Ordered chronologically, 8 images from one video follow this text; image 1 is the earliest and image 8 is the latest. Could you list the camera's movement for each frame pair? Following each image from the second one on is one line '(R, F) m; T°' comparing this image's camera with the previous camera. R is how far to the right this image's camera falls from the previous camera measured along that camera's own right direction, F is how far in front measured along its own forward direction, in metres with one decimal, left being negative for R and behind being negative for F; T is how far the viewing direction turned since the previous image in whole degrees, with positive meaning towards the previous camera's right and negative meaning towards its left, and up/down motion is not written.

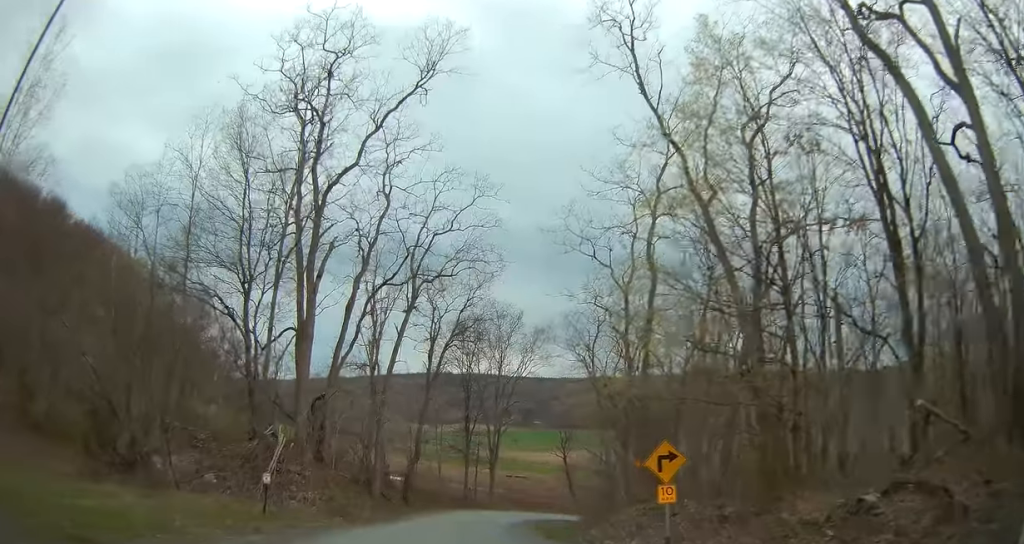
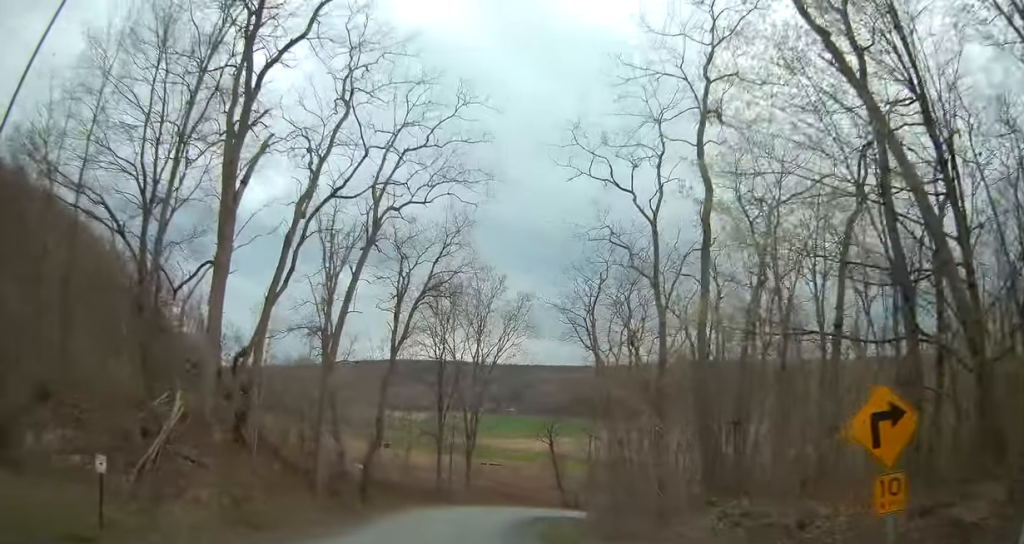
(+0.2, +8.3) m; +4°
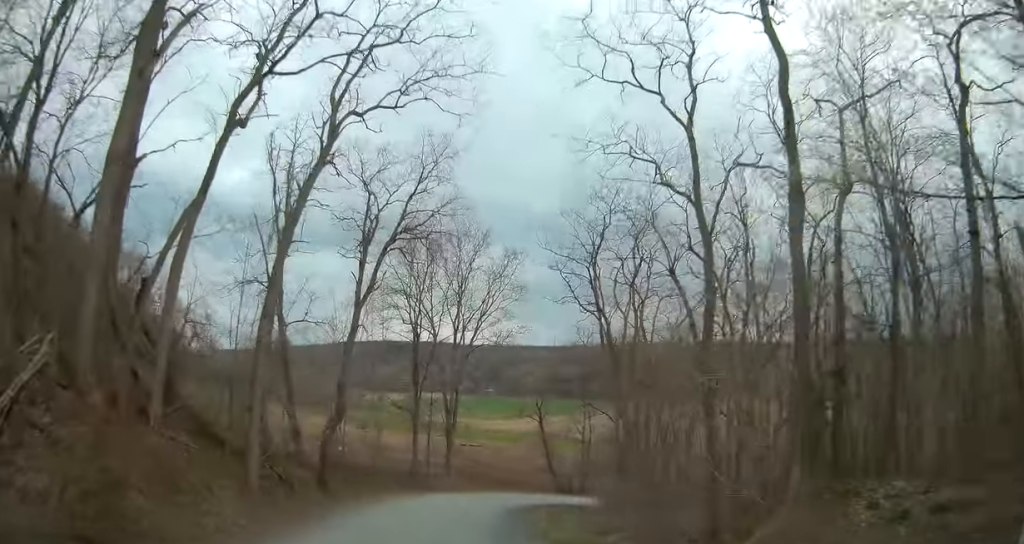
(+0.2, +6.3) m; +1°
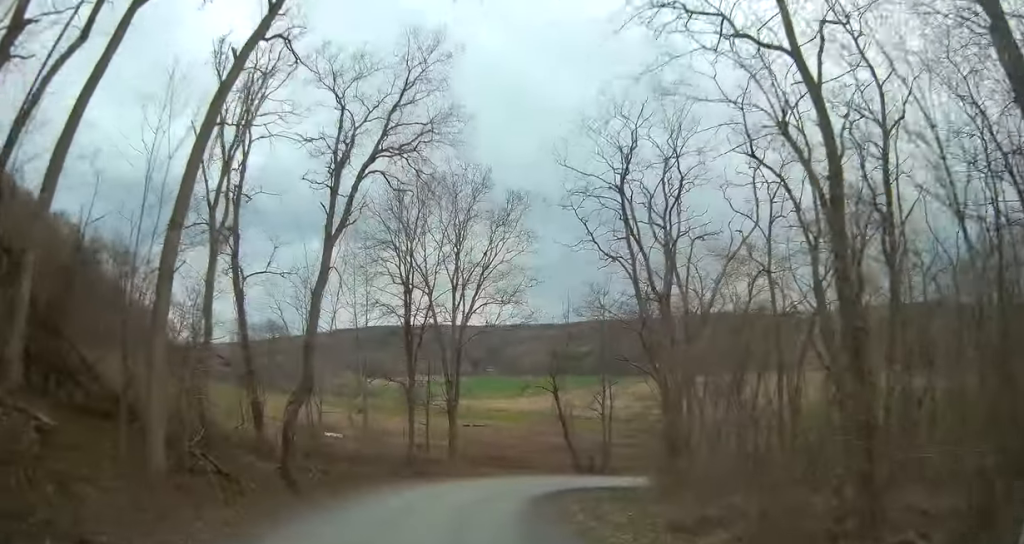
(-0.1, +6.8) m; 0°
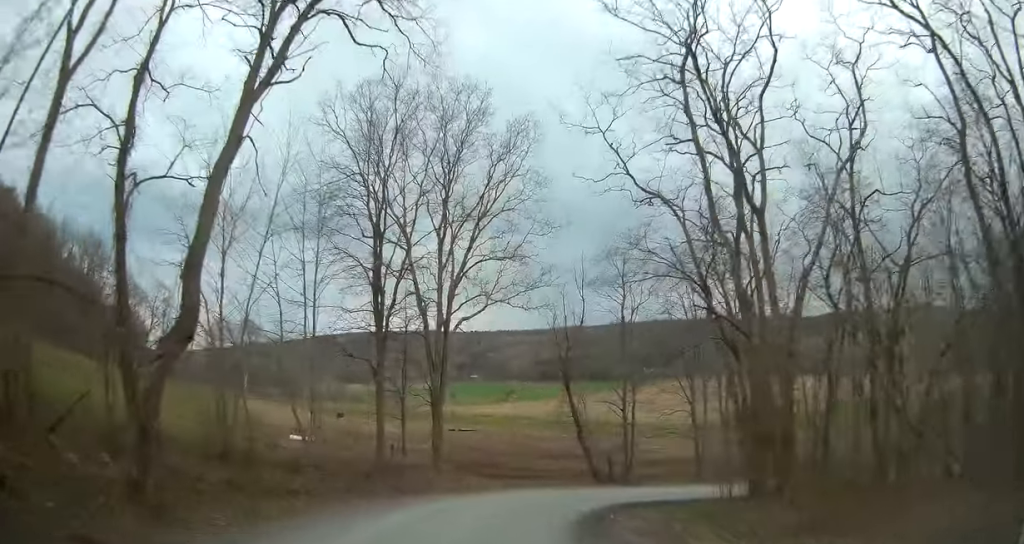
(+0.1, +10.1) m; +6°
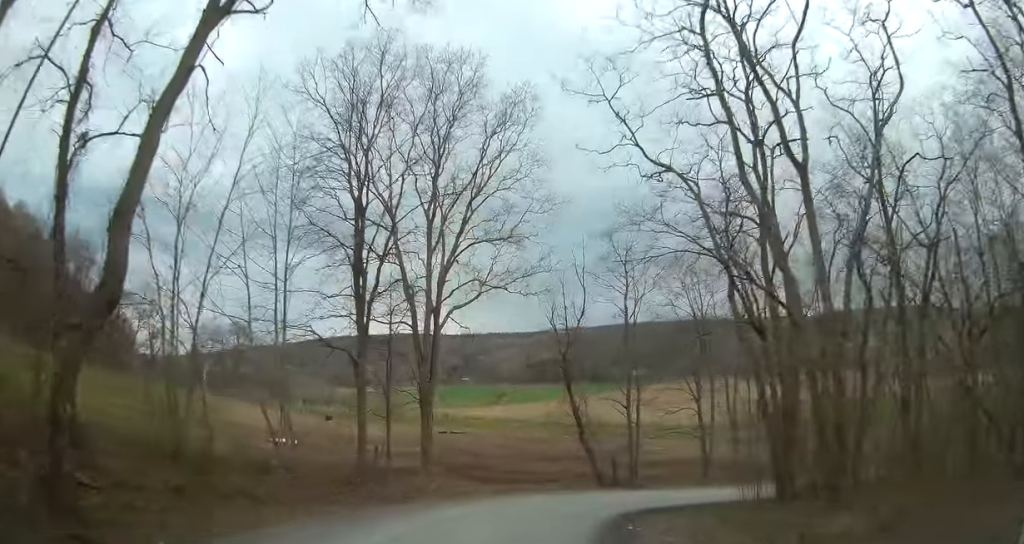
(+0.2, +2.8) m; +2°
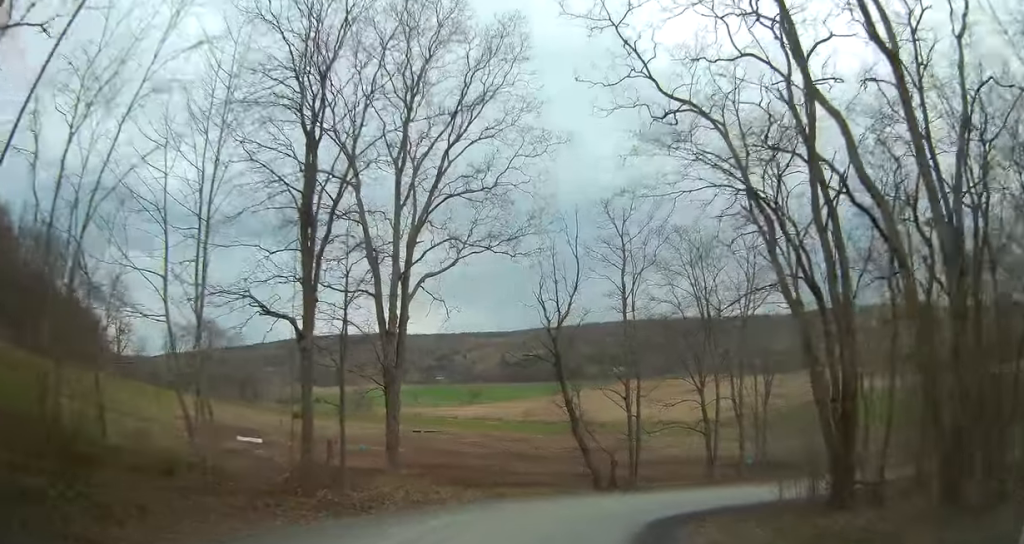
(+0.2, +4.7) m; +3°
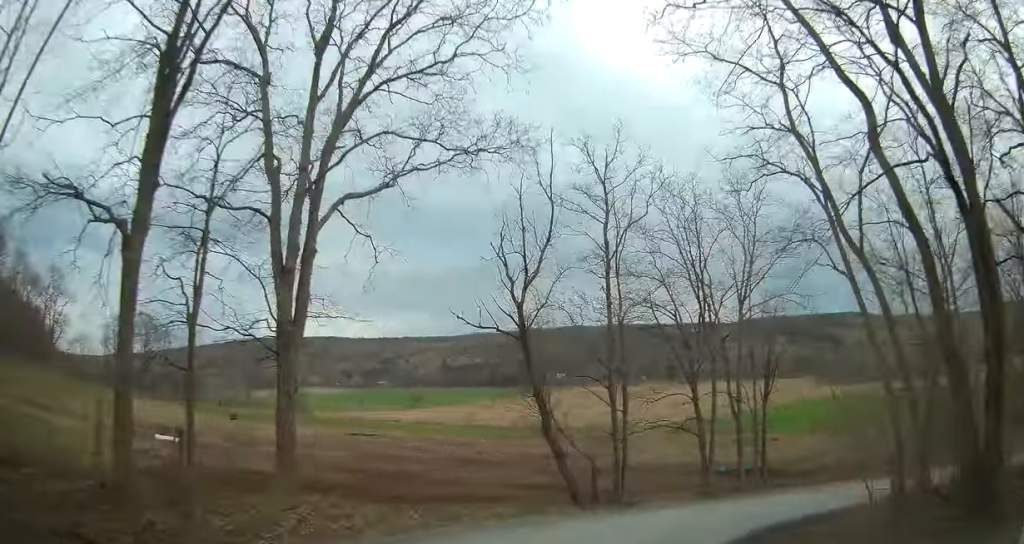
(+0.2, +7.4) m; +8°
